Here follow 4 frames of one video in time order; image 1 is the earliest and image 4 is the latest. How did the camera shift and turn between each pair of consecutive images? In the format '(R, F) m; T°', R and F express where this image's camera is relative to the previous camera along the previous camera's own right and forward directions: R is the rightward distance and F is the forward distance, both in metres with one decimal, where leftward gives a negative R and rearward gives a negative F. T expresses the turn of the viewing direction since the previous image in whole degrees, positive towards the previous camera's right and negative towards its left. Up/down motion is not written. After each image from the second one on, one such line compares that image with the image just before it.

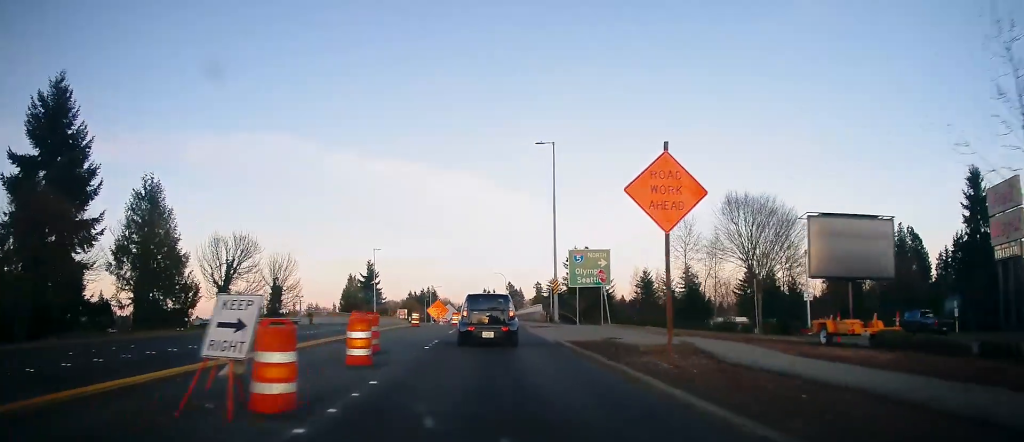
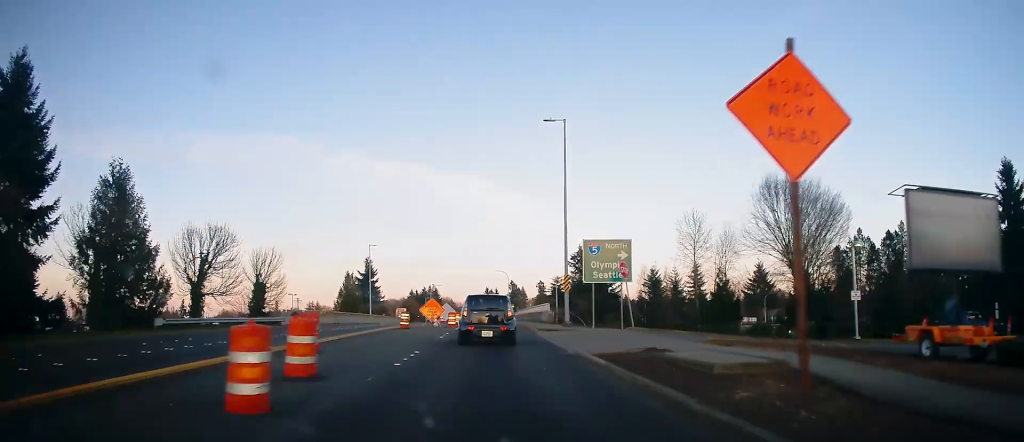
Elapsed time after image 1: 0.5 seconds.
(0.0, +5.0) m; 0°
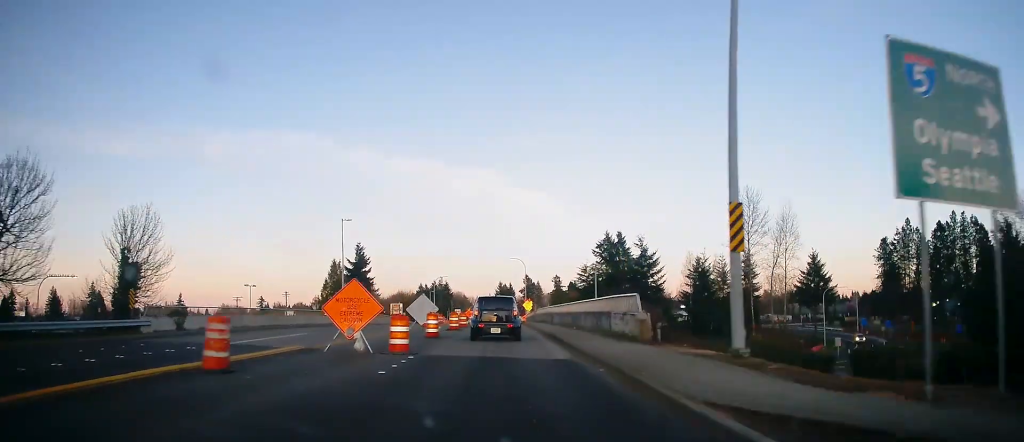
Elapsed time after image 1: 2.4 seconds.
(0.0, +22.9) m; 0°
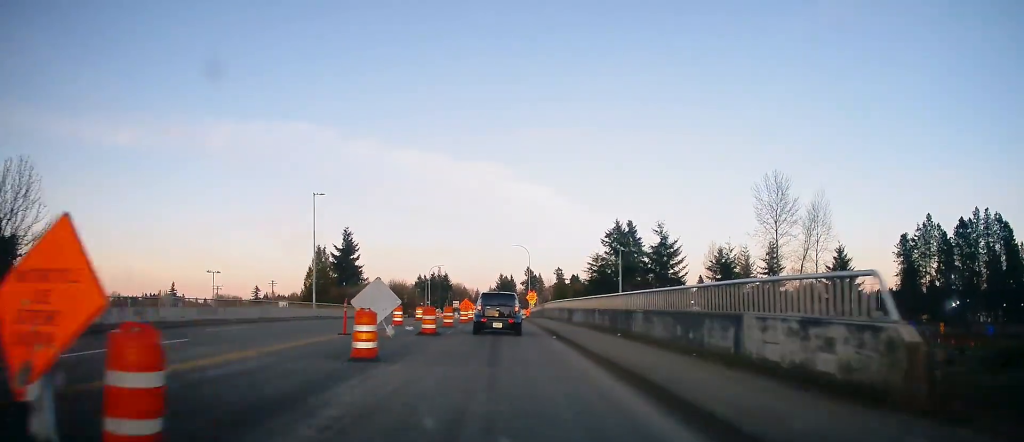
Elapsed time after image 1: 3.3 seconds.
(0.0, +11.5) m; 0°
